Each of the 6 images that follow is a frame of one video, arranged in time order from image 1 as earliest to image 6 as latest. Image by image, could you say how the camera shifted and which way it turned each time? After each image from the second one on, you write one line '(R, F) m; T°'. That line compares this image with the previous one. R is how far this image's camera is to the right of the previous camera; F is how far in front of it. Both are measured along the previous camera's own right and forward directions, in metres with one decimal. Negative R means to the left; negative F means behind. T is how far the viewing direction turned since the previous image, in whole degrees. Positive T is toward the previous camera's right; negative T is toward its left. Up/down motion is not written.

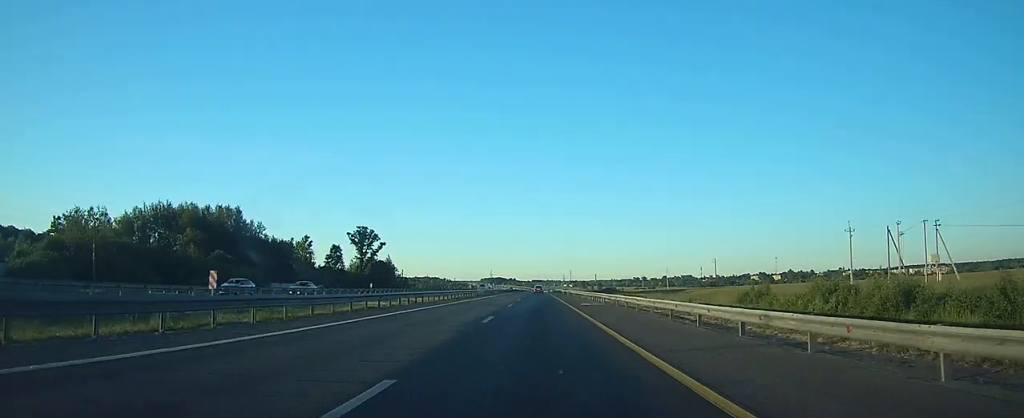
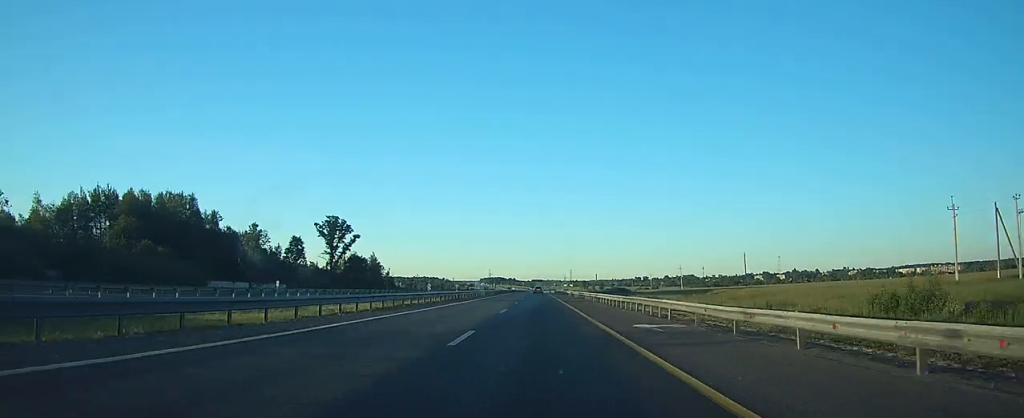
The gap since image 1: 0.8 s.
(0.0, +23.2) m; 0°
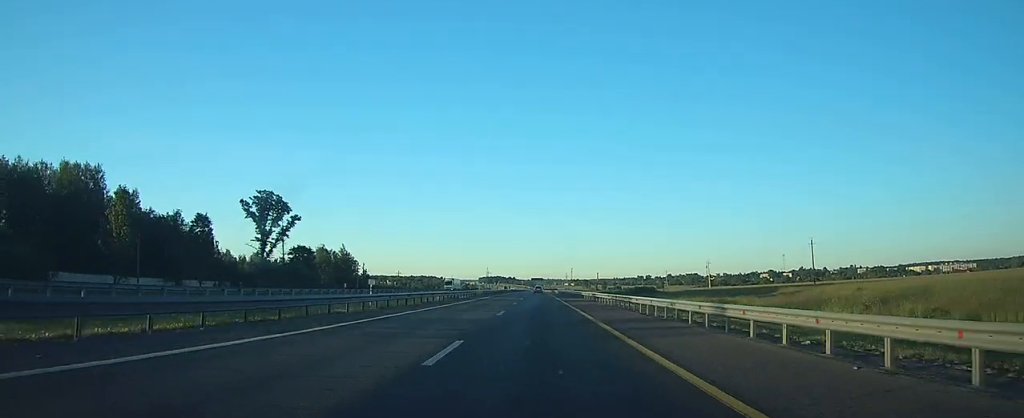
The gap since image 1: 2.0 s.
(-0.1, +34.7) m; 0°
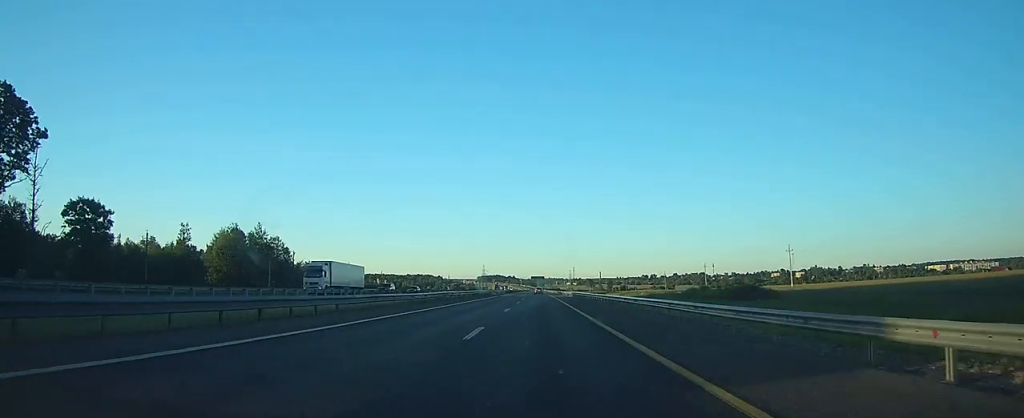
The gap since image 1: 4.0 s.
(-0.1, +59.0) m; 0°
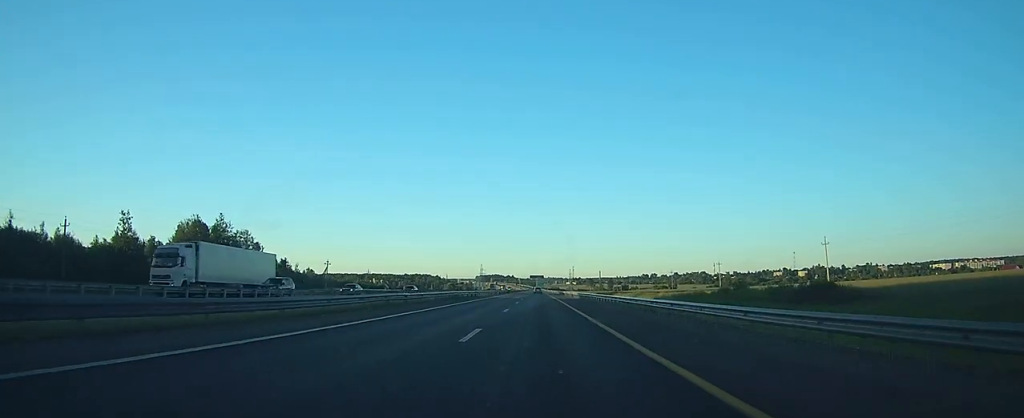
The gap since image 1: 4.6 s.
(0.0, +16.5) m; 0°
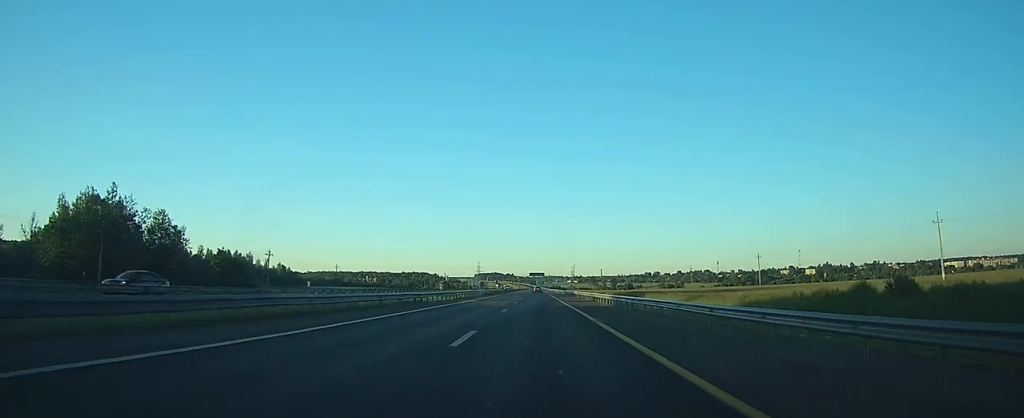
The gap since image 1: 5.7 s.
(0.0, +33.0) m; 0°
